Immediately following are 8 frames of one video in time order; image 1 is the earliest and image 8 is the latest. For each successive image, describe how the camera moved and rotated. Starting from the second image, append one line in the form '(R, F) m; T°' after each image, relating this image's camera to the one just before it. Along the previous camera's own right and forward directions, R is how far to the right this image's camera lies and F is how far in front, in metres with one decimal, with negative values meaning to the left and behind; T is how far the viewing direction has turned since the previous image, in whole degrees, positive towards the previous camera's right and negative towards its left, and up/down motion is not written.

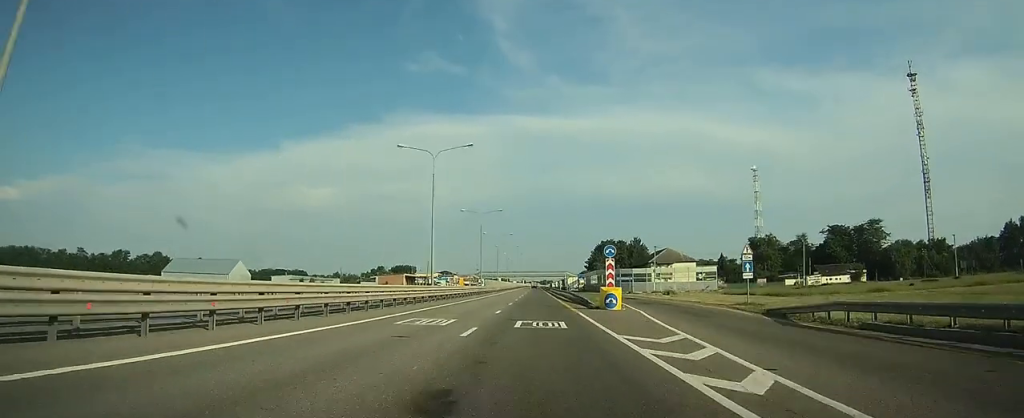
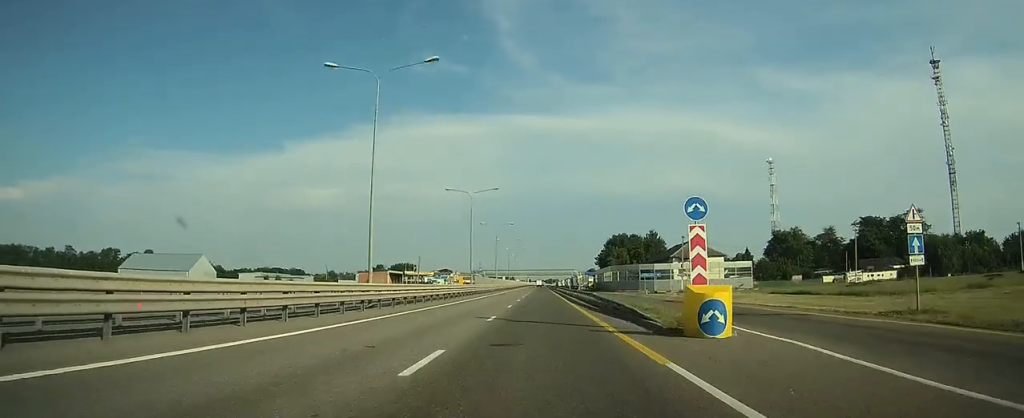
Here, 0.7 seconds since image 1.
(0.0, +18.6) m; 0°
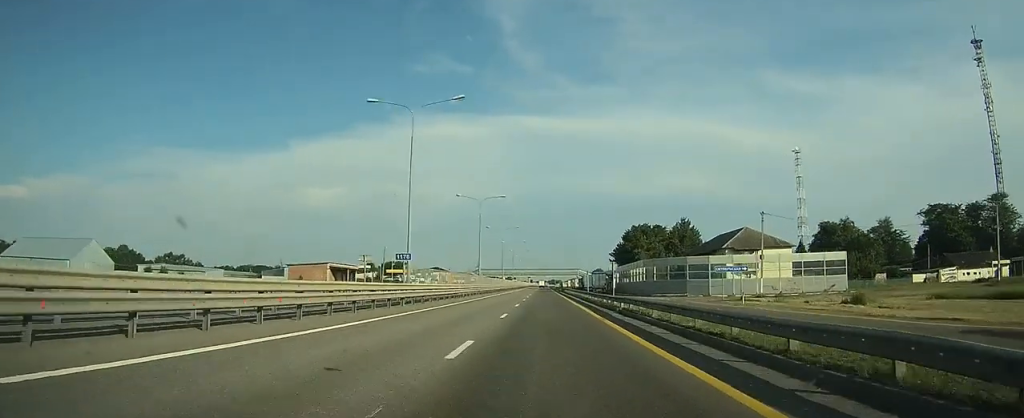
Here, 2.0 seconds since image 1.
(-0.1, +34.5) m; 0°
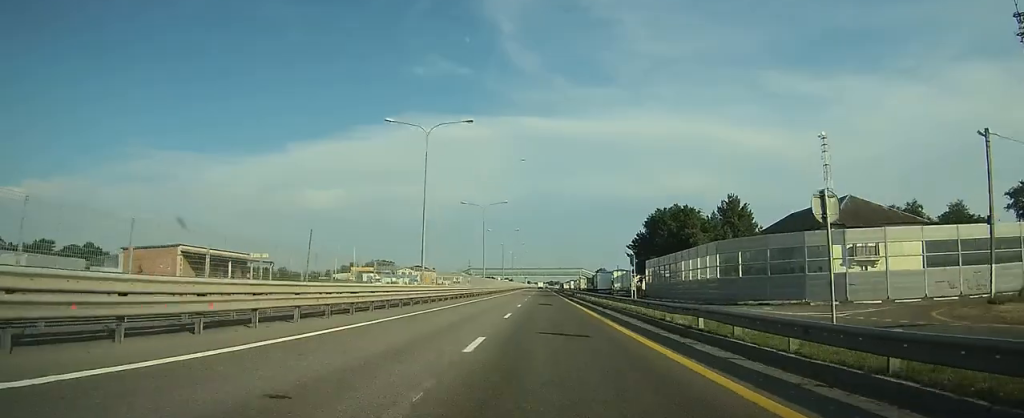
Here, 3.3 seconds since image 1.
(-0.1, +35.4) m; 0°
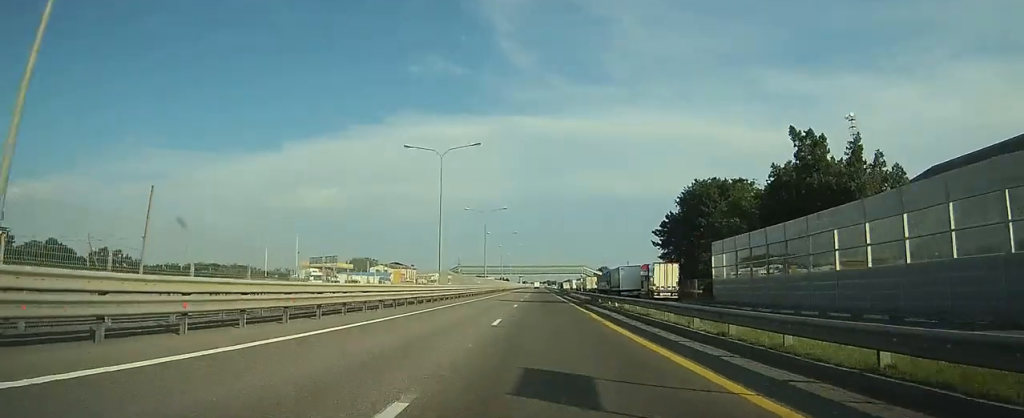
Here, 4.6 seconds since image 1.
(0.0, +32.8) m; 0°
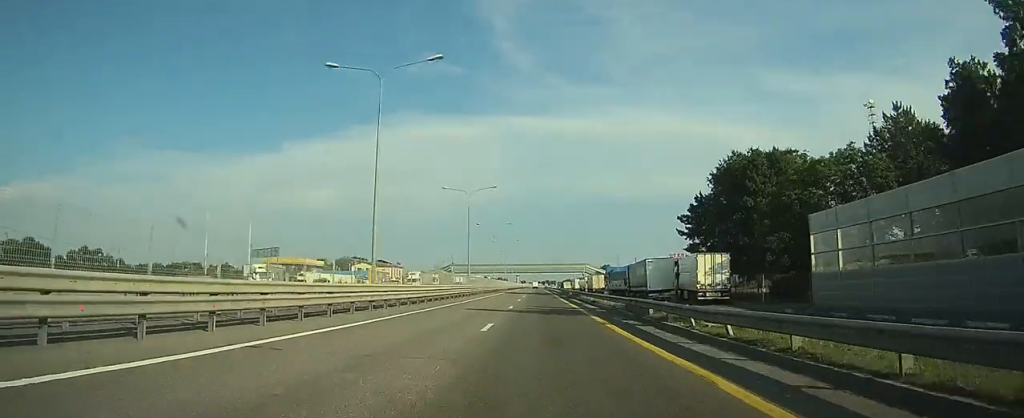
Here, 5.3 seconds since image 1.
(-0.1, +18.6) m; 0°
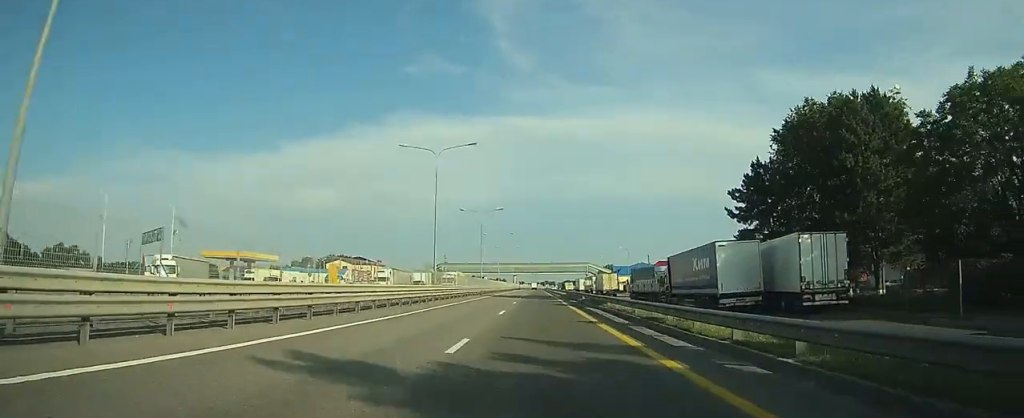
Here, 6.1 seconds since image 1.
(0.0, +21.3) m; 0°
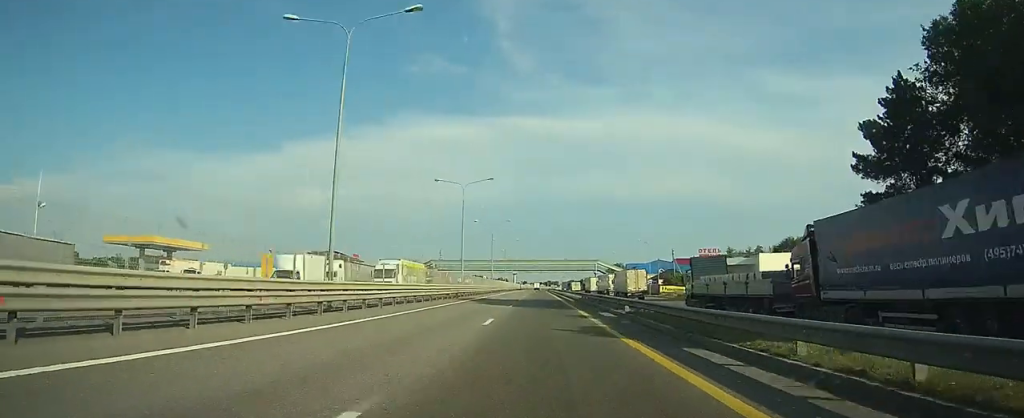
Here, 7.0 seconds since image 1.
(0.0, +24.0) m; 0°
